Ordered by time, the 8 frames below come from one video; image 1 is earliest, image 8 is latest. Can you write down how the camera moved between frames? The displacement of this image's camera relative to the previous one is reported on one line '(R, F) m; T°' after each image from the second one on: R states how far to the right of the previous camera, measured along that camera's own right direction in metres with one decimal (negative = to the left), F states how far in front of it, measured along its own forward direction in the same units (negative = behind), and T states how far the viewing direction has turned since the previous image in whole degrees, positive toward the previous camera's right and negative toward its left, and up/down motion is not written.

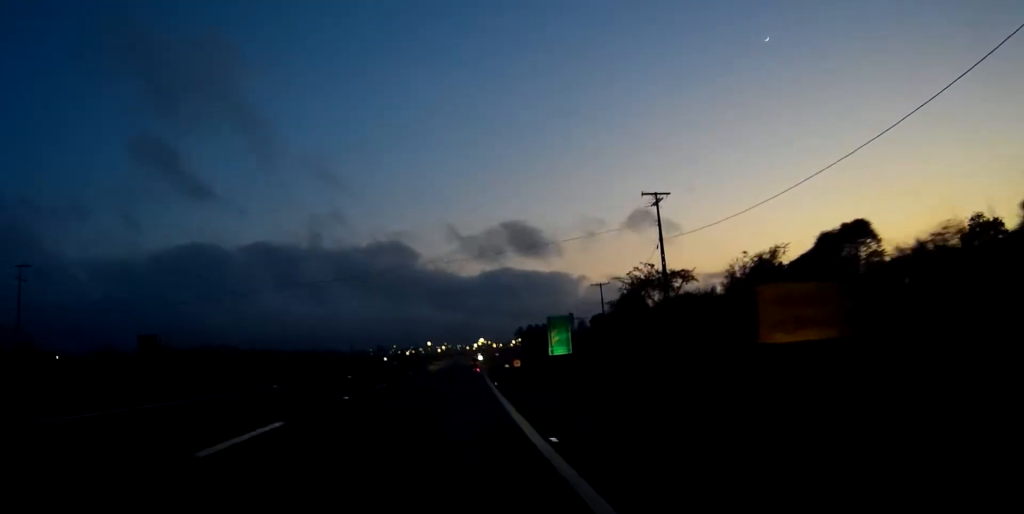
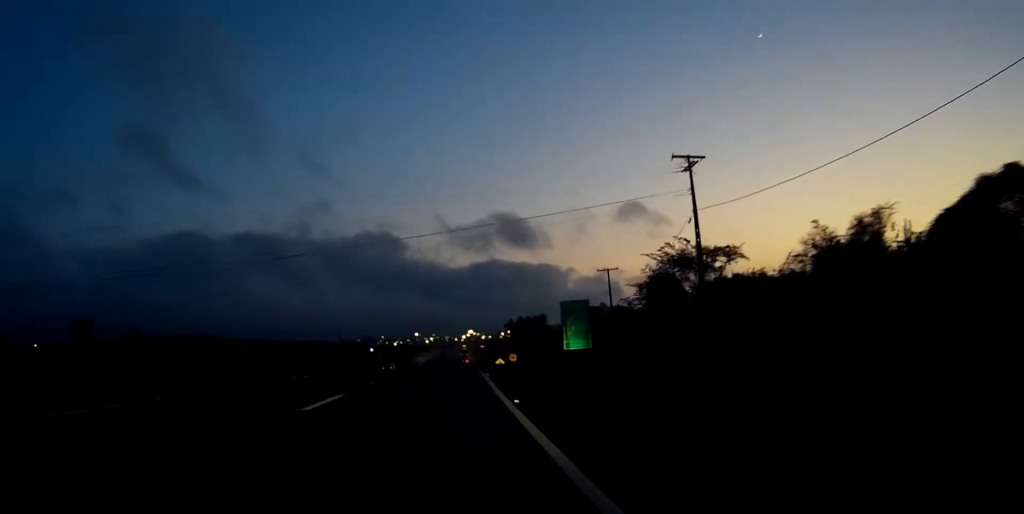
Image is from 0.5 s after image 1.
(0.0, +10.2) m; +1°
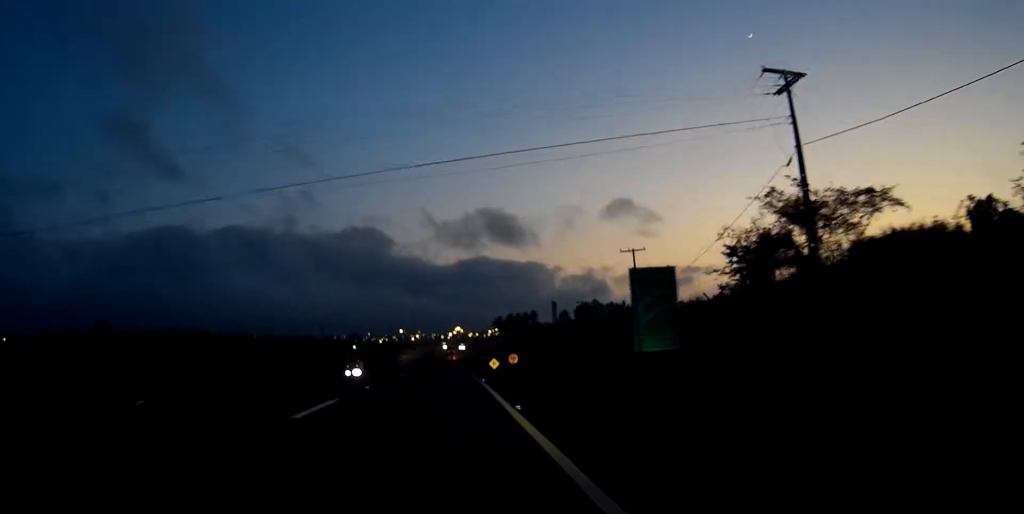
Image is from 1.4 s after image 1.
(+0.3, +16.4) m; +1°
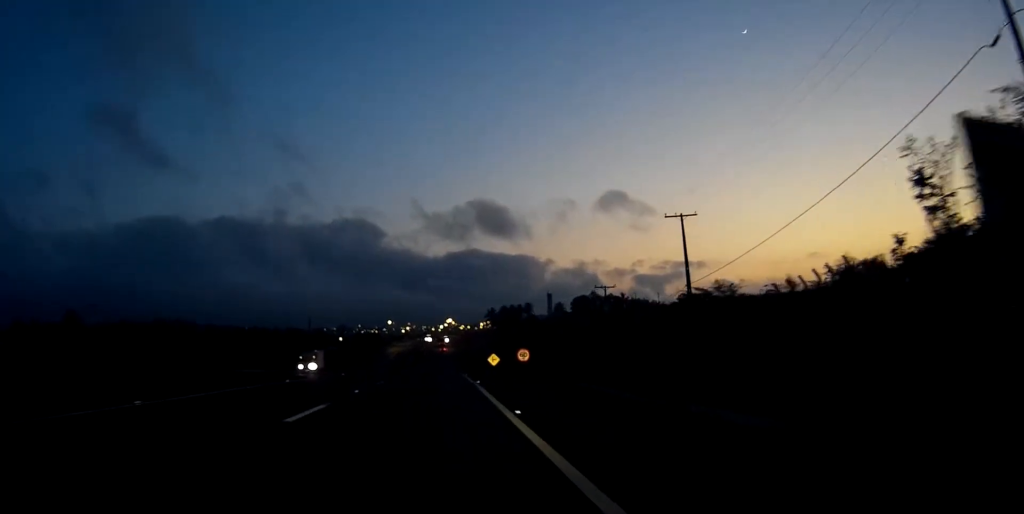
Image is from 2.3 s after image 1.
(+0.1, +16.1) m; 0°
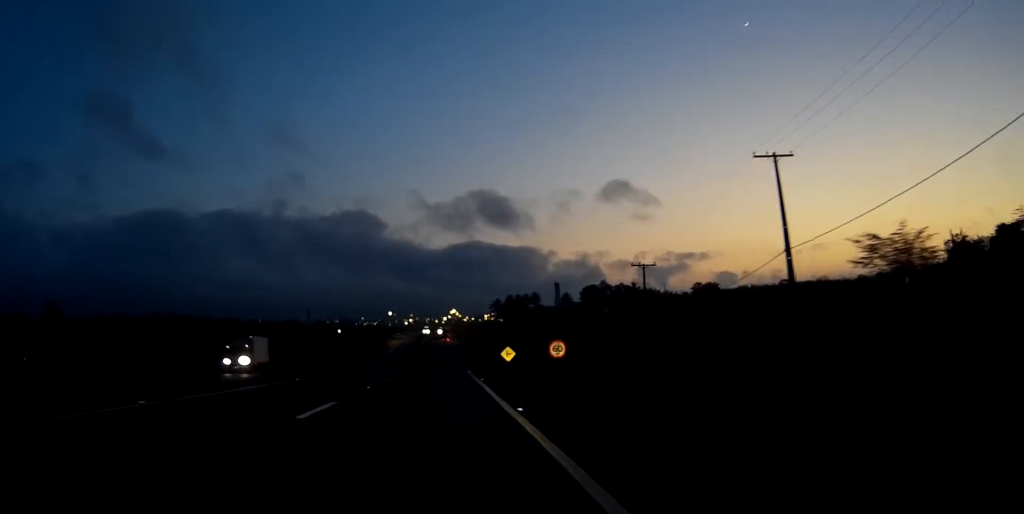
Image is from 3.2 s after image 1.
(-0.1, +15.6) m; 0°
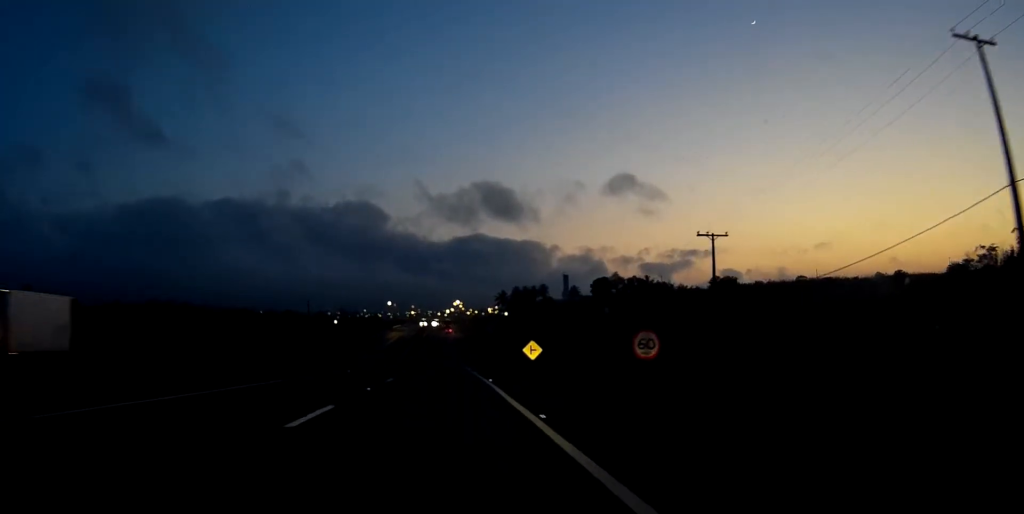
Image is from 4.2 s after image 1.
(0.0, +17.7) m; 0°
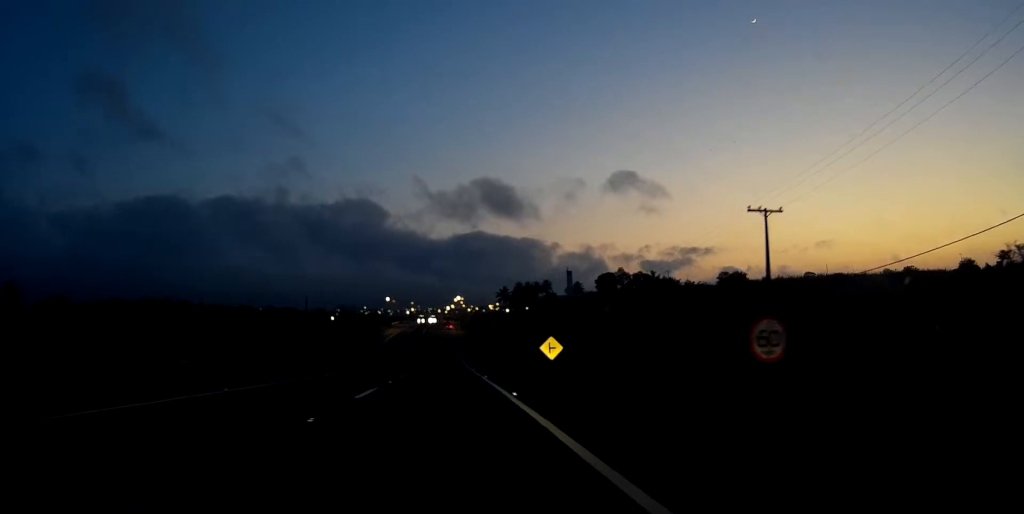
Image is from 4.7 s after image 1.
(0.0, +9.3) m; 0°
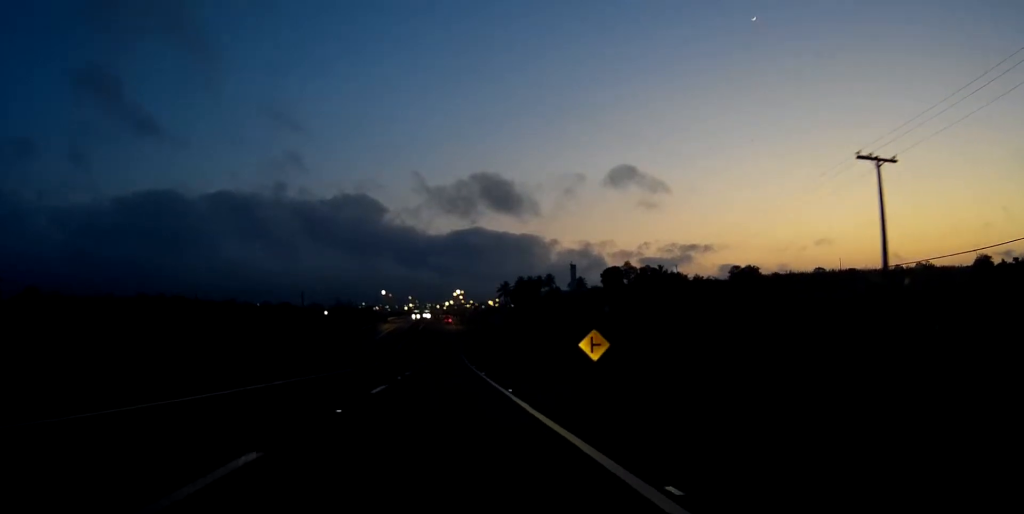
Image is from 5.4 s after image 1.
(-0.1, +13.4) m; 0°
